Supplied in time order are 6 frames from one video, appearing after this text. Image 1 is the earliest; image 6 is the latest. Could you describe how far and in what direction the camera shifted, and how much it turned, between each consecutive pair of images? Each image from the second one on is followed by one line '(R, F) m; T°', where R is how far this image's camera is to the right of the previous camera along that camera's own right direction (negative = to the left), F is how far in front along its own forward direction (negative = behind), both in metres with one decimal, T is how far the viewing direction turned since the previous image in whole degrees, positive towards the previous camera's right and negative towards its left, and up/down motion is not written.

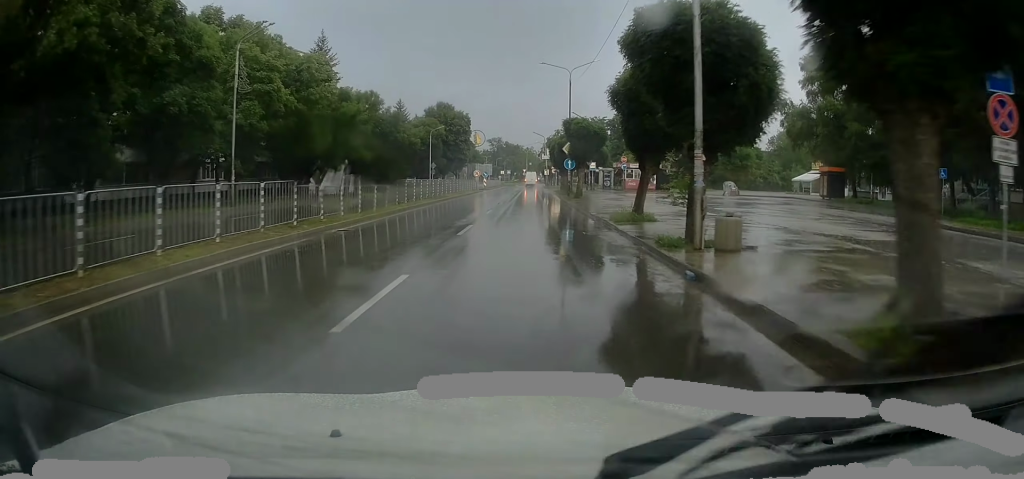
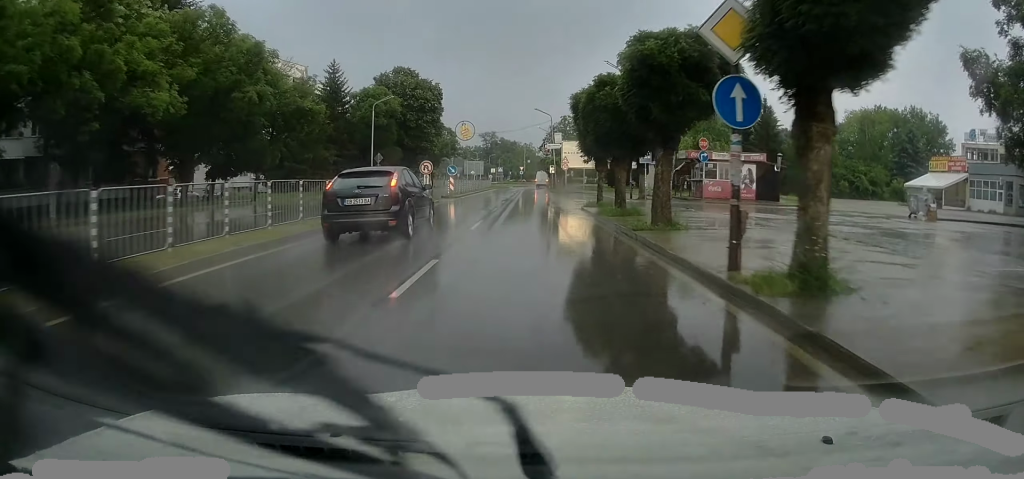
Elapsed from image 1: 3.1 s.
(-0.4, +33.7) m; -1°
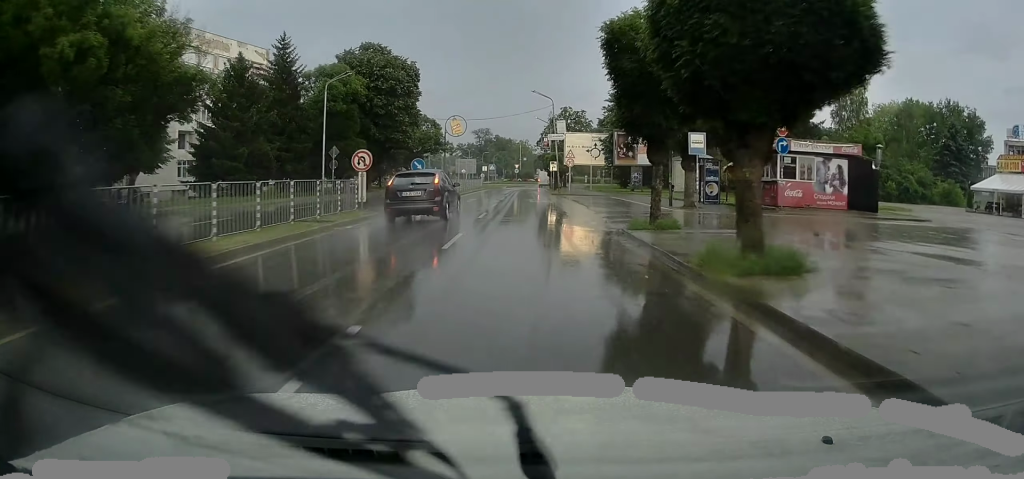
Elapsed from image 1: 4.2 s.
(-0.1, +12.9) m; +2°
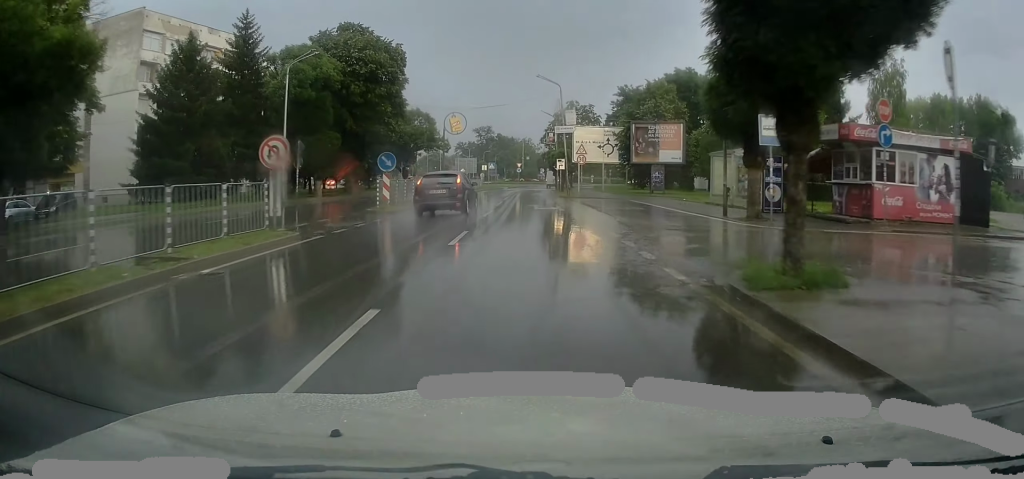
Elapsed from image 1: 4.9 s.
(+0.3, +8.1) m; +1°
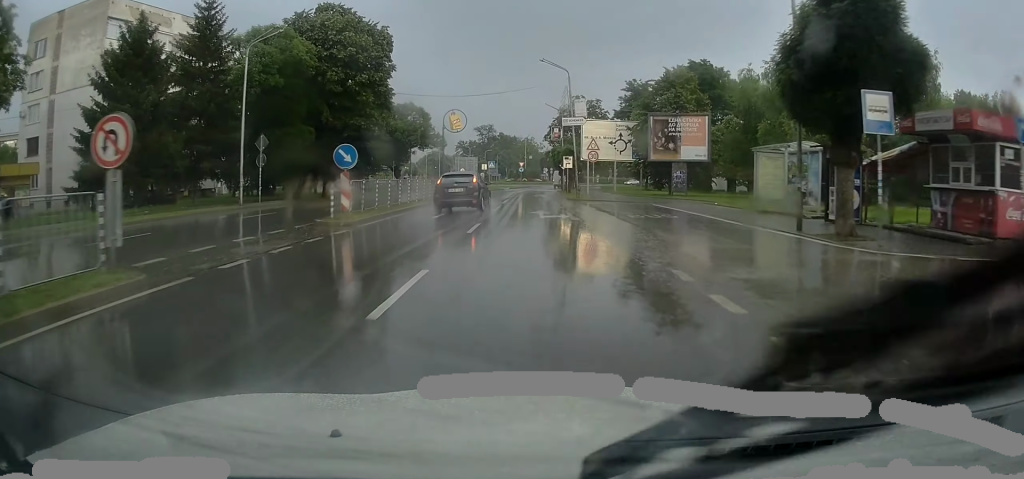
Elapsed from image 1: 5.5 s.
(+0.1, +6.1) m; 0°
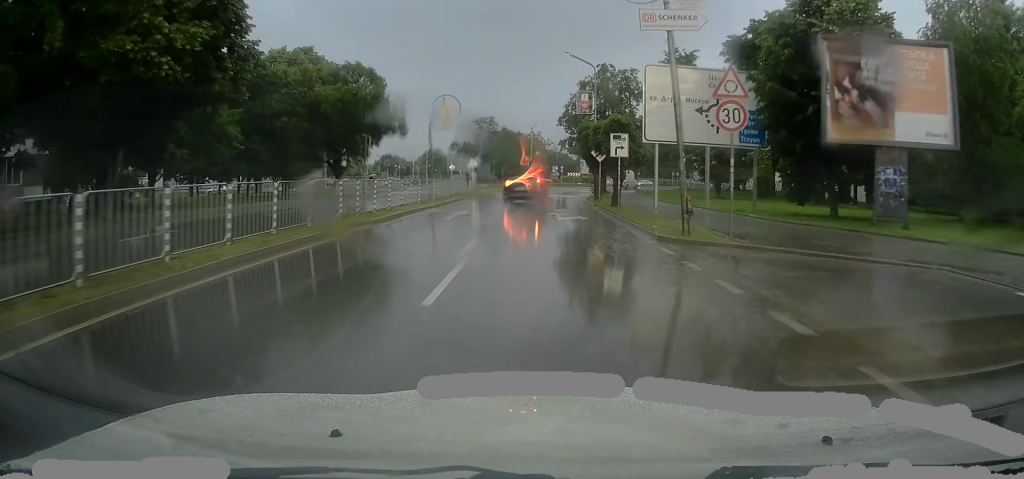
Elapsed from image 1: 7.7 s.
(-1.0, +25.1) m; -3°
